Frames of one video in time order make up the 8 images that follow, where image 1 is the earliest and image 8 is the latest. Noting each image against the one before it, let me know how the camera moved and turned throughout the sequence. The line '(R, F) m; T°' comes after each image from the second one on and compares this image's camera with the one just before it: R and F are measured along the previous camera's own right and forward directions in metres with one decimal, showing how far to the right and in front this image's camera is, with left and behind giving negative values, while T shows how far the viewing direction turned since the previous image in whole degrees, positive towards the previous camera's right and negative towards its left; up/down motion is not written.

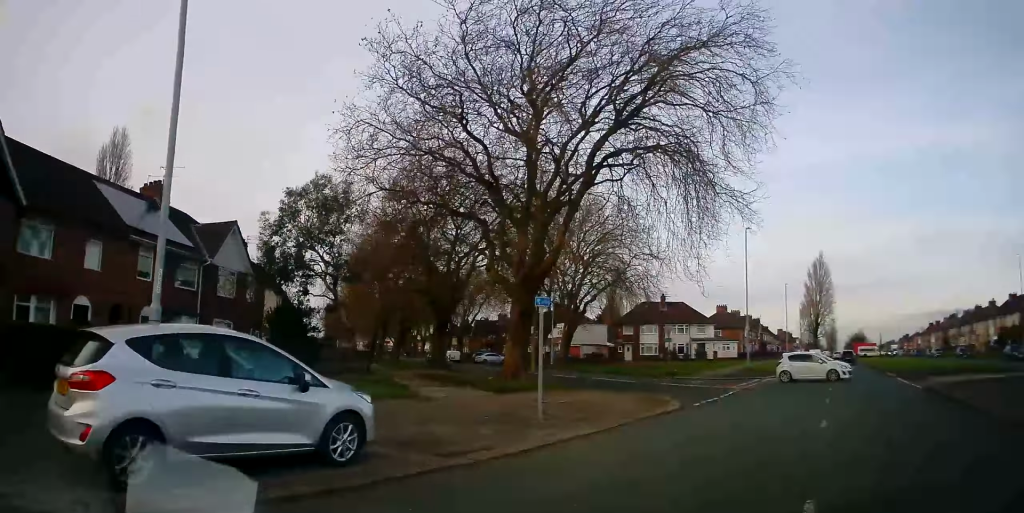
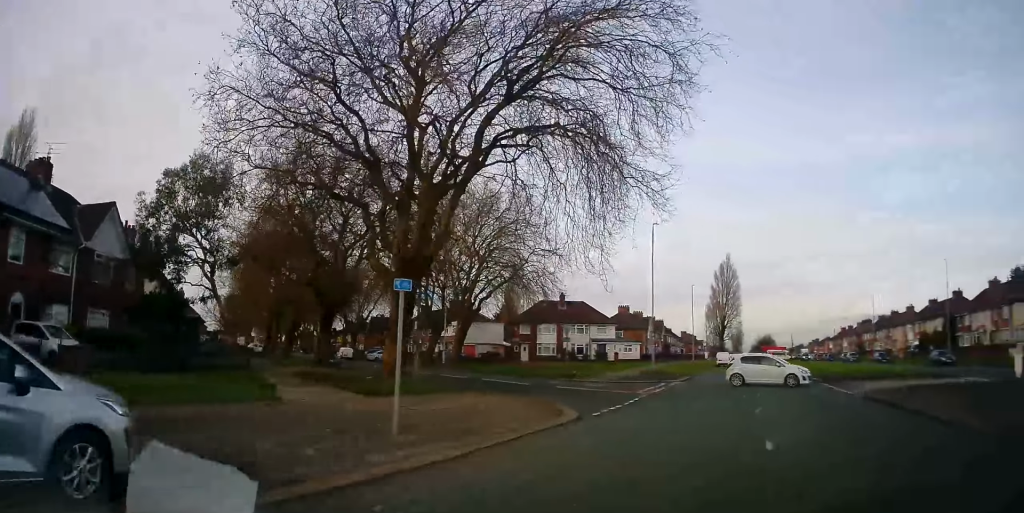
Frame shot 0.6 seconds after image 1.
(+0.3, +2.2) m; +9°
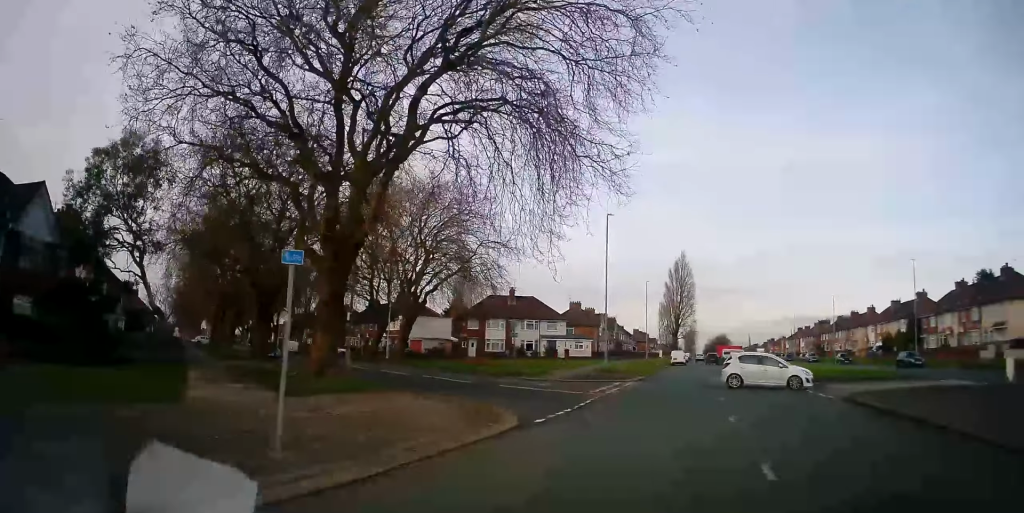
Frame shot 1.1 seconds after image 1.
(+0.1, +1.9) m; +4°
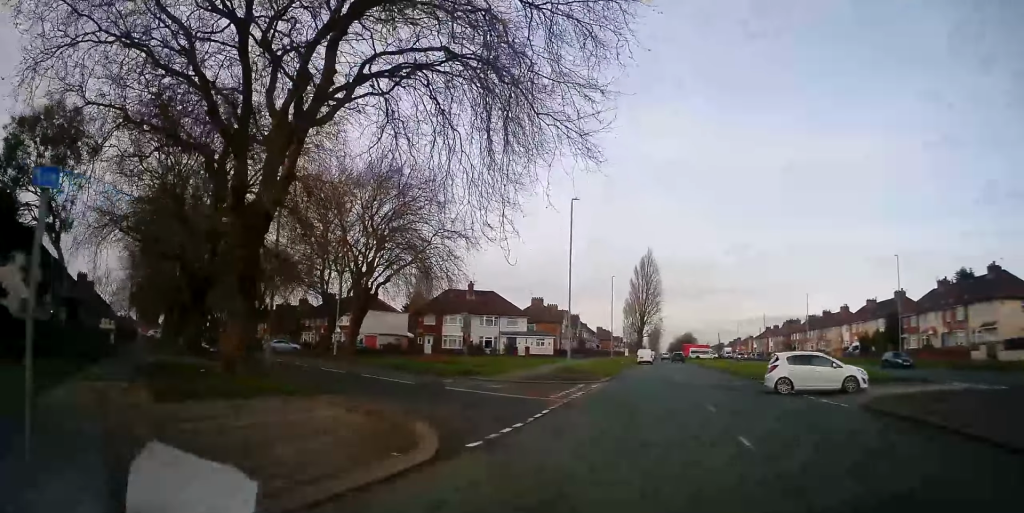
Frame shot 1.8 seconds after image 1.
(+0.2, +3.3) m; +3°
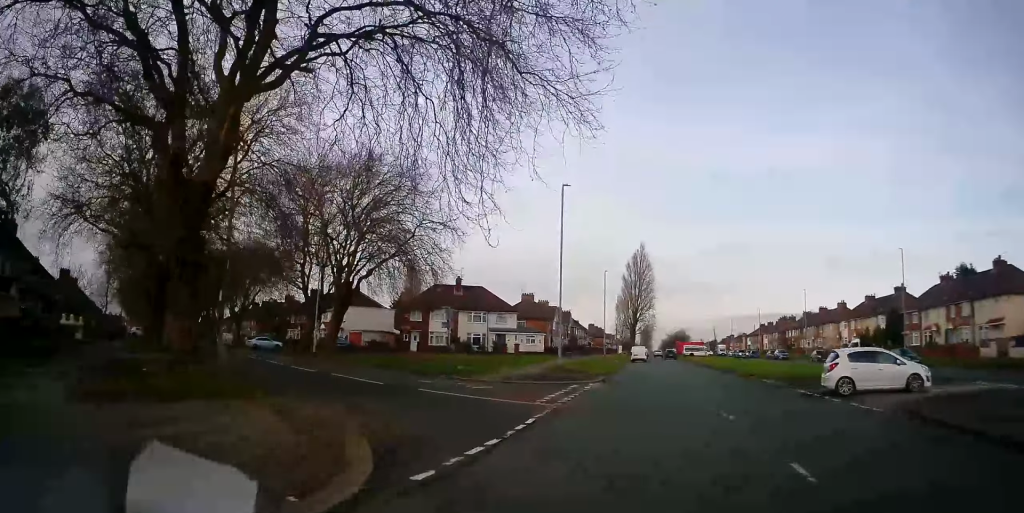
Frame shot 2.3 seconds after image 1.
(0.0, +2.5) m; 0°
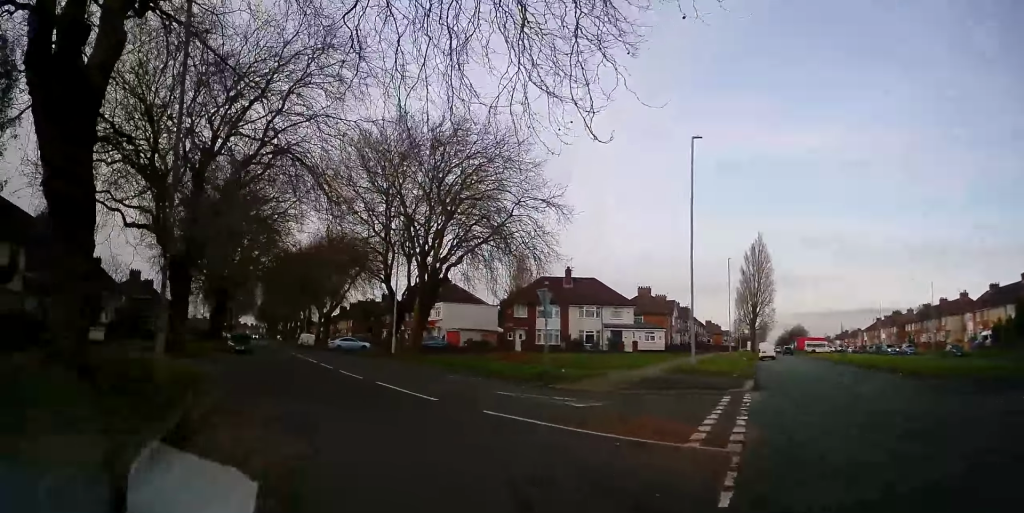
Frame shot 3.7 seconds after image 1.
(0.0, +7.3) m; -4°
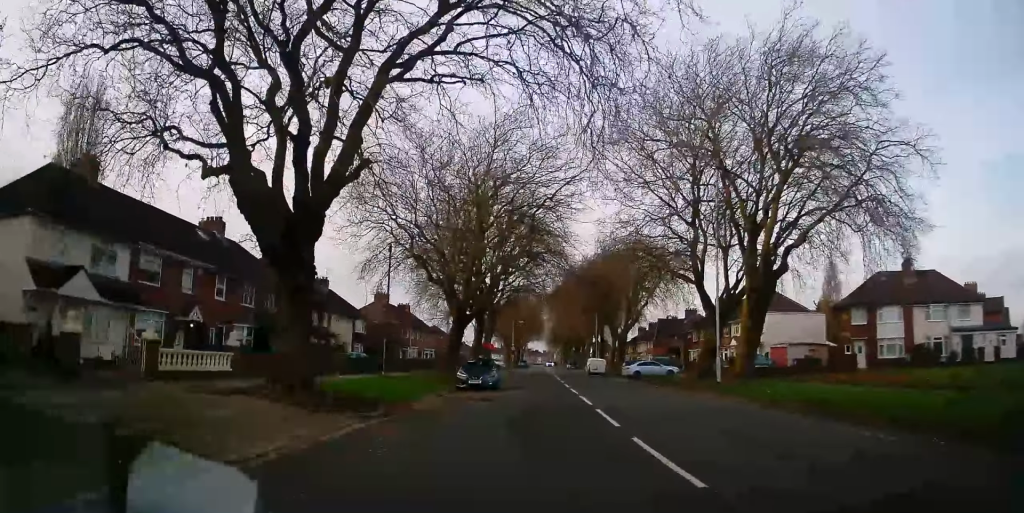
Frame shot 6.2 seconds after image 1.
(-3.6, +12.0) m; -27°
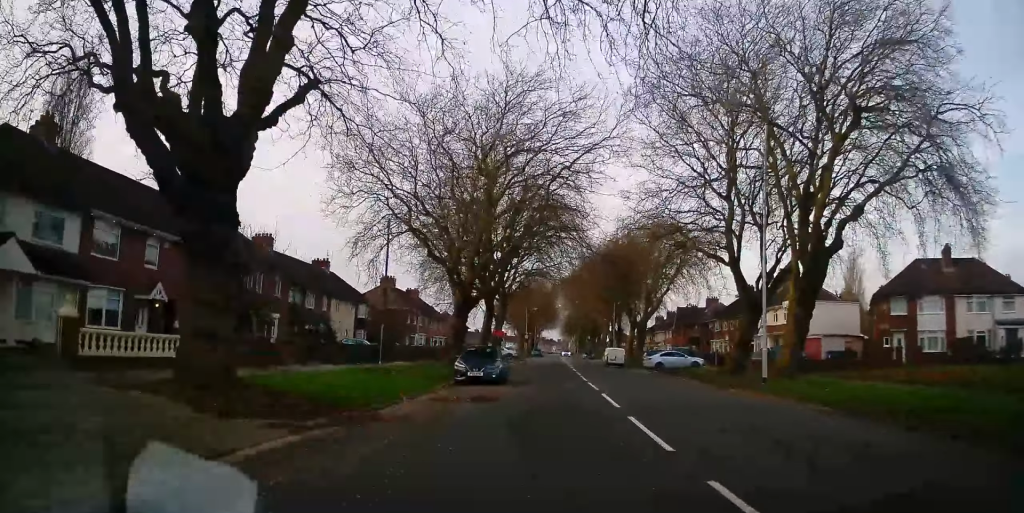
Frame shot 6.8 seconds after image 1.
(+0.1, +3.8) m; -2°
